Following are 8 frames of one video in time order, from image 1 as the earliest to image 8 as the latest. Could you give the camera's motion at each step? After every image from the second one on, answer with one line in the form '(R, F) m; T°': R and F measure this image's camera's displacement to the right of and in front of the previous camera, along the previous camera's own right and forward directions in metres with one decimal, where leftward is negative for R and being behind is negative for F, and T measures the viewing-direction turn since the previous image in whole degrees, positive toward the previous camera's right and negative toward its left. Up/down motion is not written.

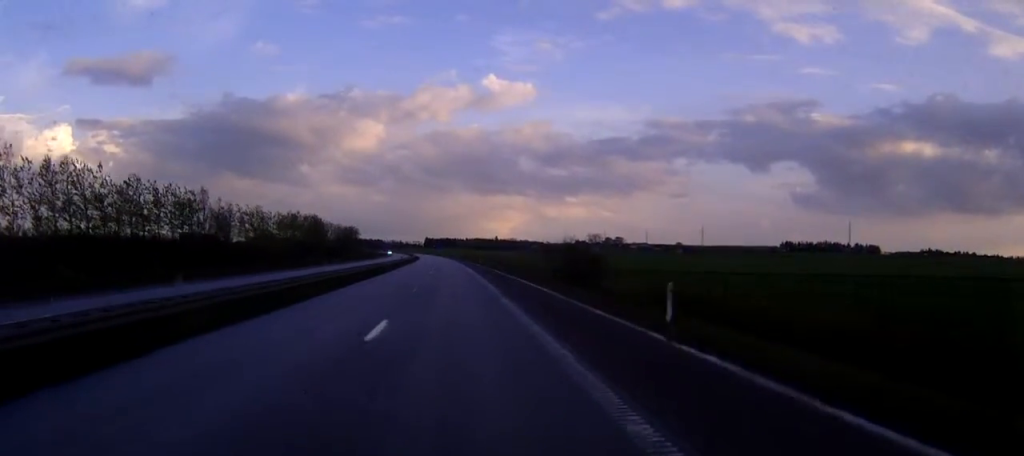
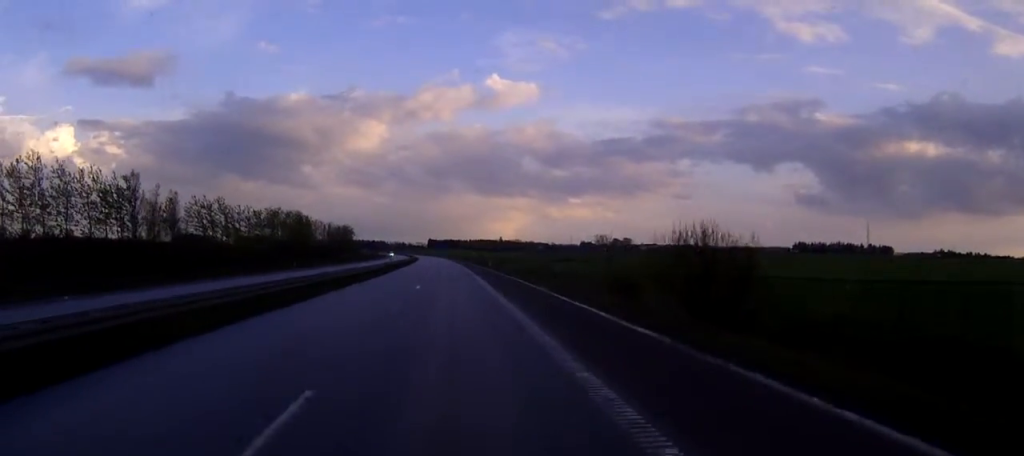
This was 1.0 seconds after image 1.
(0.0, +25.4) m; 0°
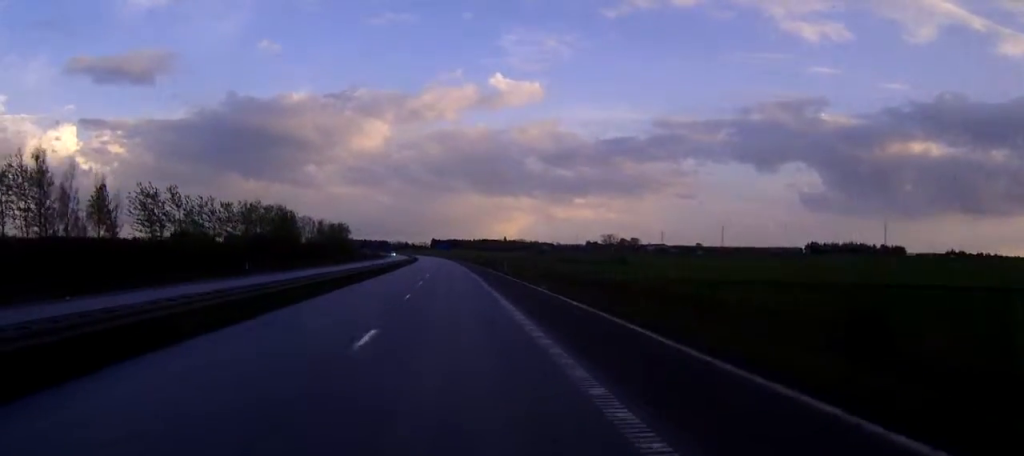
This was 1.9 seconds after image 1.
(-0.1, +22.0) m; 0°
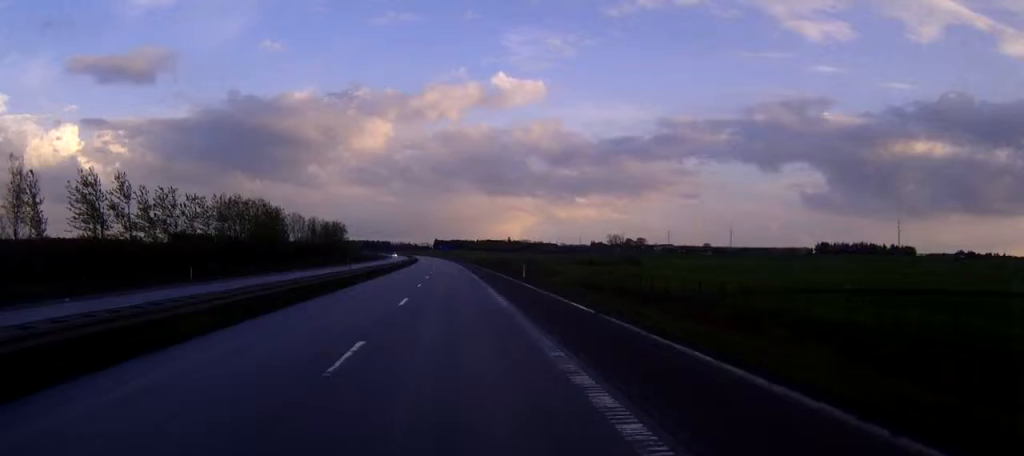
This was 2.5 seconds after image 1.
(-0.1, +17.0) m; 0°
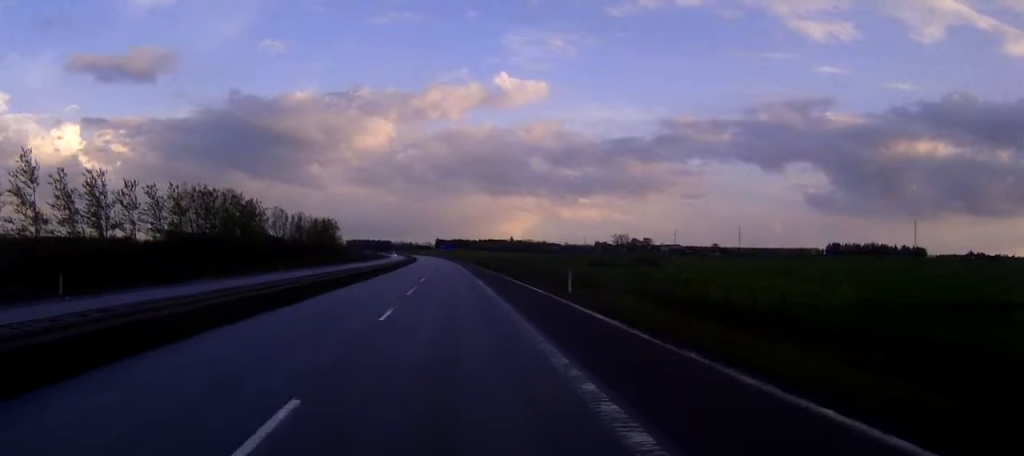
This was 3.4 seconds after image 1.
(-0.1, +21.2) m; 0°
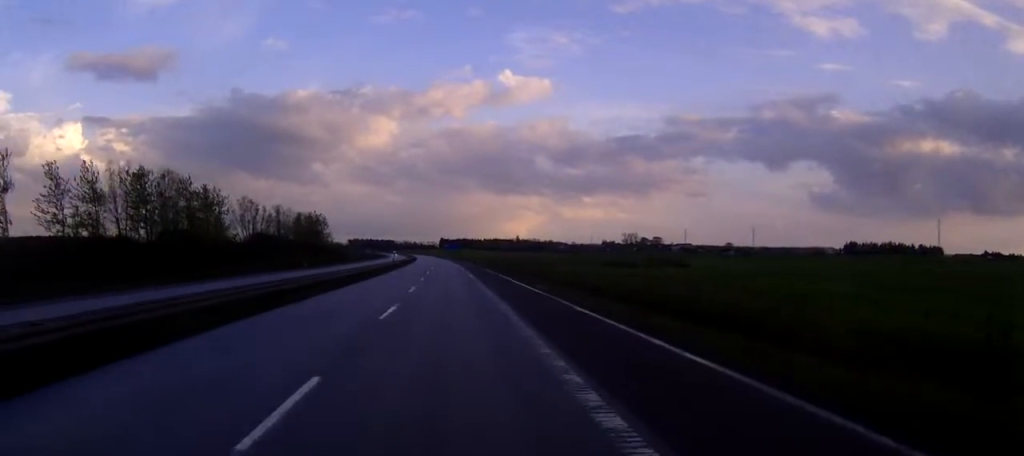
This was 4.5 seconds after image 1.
(-0.1, +28.0) m; 0°
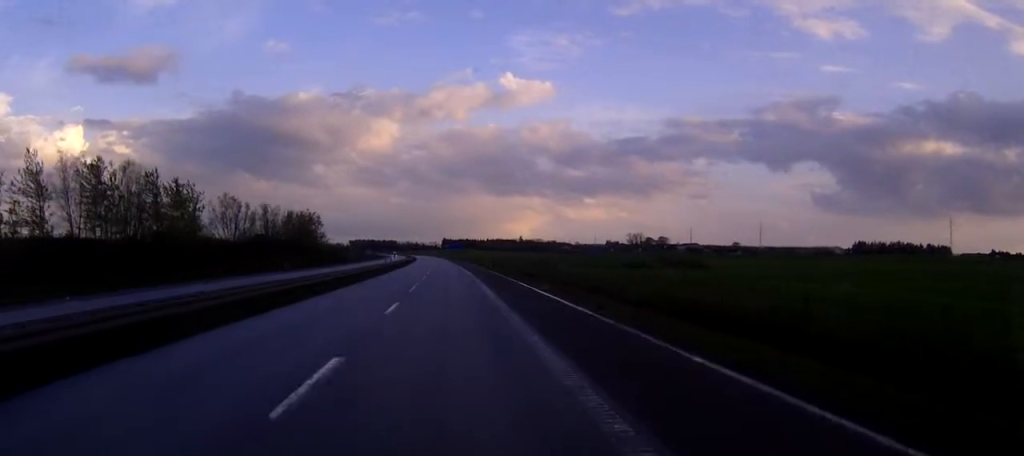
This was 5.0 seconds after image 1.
(0.0, +12.7) m; 0°
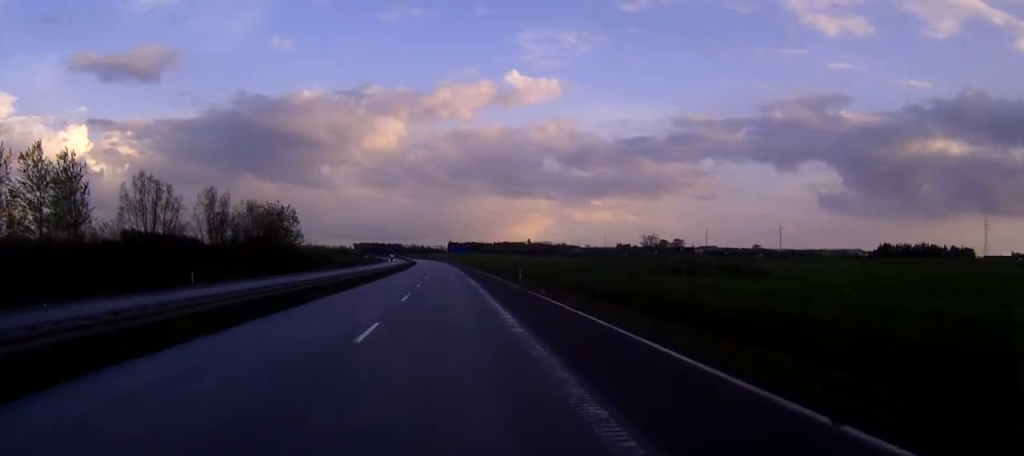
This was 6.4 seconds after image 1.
(-0.1, +37.3) m; -1°
